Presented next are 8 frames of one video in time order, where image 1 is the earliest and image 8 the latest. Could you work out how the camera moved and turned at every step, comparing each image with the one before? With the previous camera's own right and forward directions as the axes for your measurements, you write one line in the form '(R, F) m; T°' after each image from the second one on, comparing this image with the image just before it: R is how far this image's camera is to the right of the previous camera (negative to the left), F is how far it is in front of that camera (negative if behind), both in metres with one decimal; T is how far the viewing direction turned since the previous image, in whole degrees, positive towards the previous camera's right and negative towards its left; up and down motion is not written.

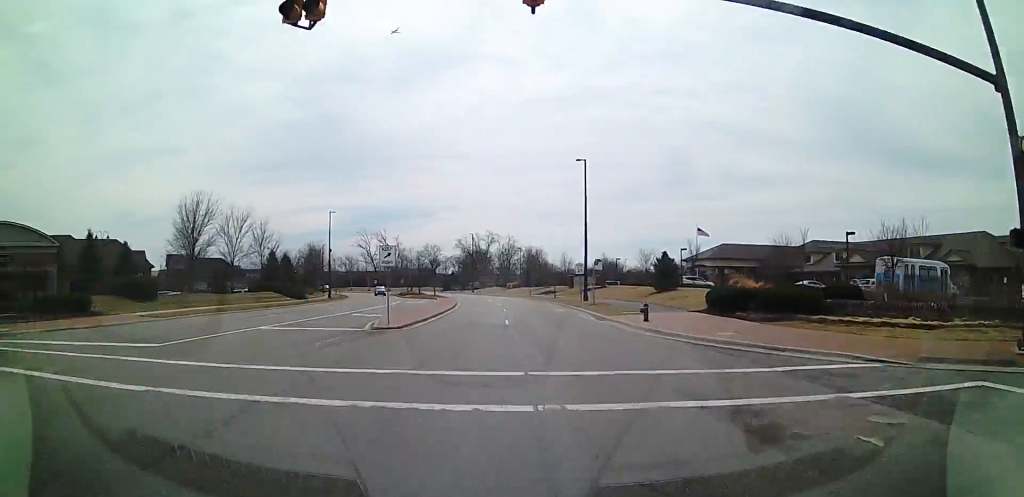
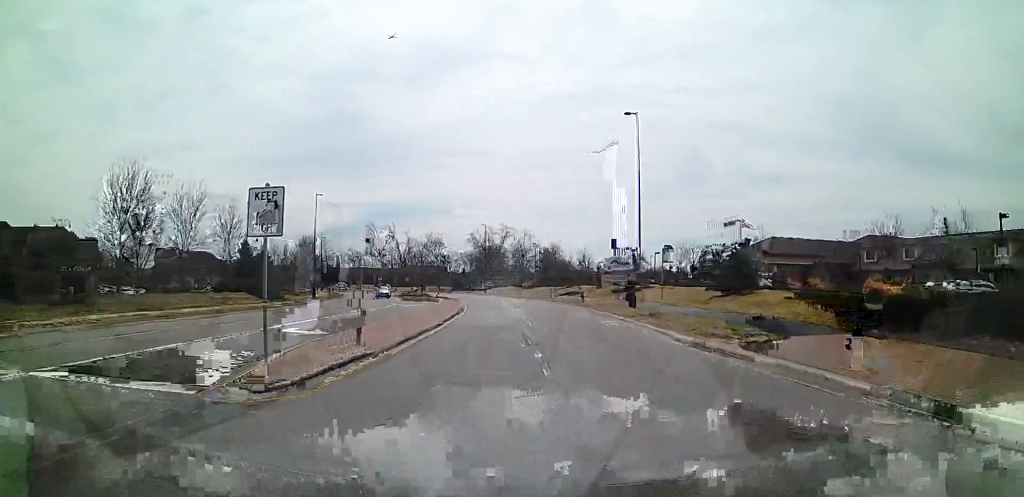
(-0.2, +12.3) m; -1°
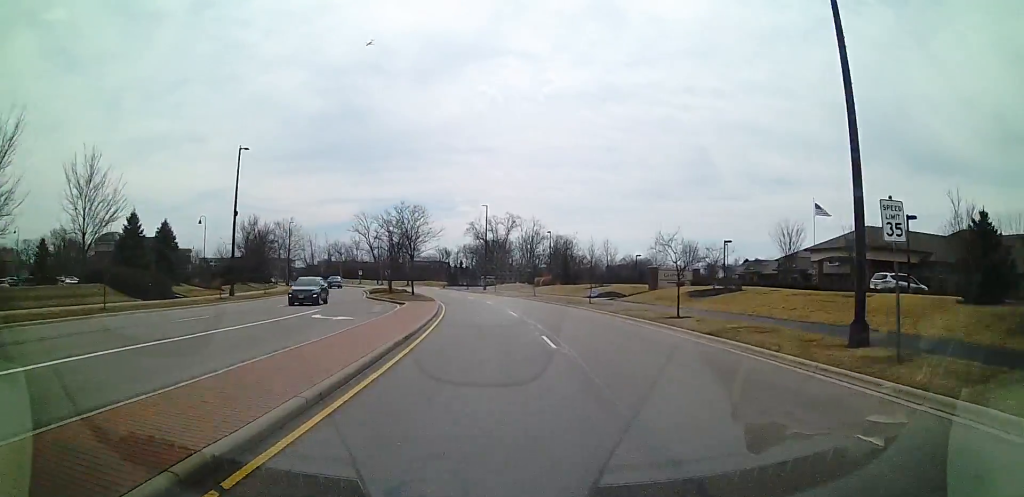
(0.0, +20.7) m; -1°
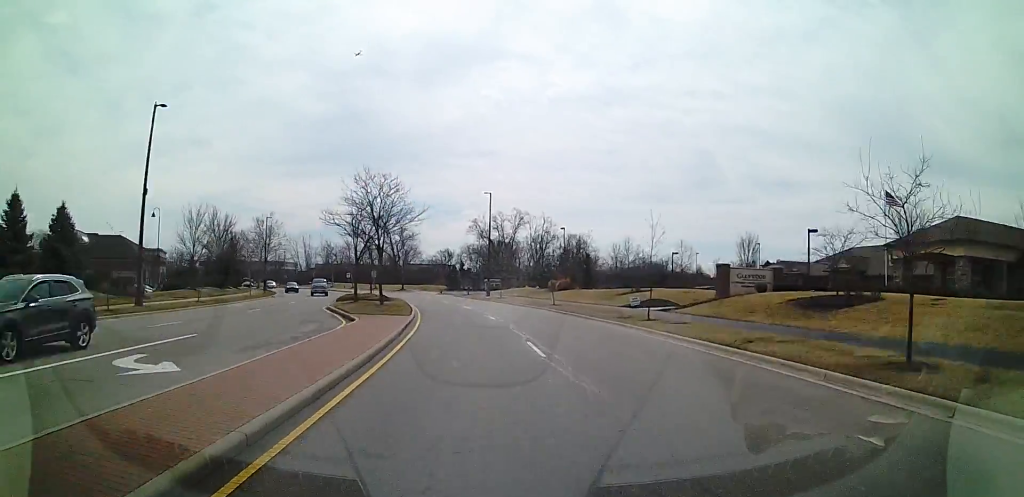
(-0.1, +13.0) m; -2°
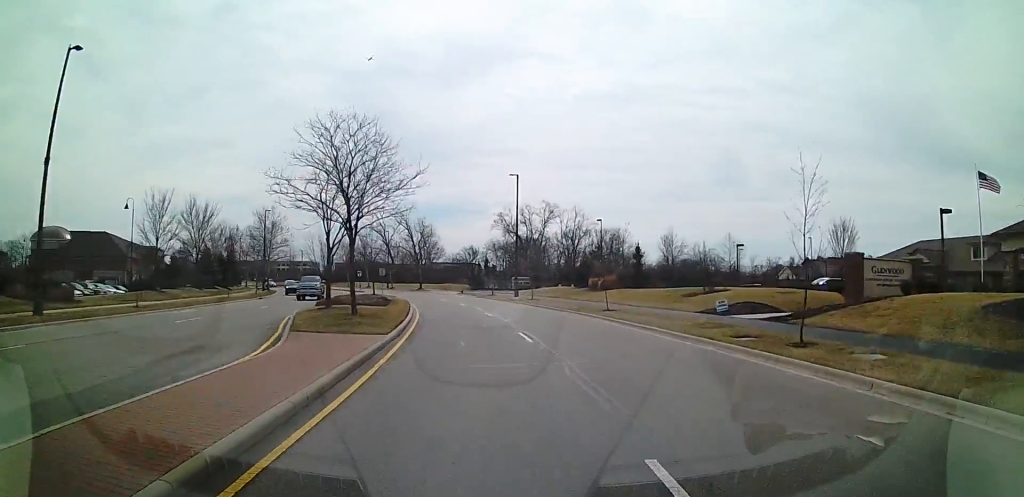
(-0.4, +10.3) m; -2°
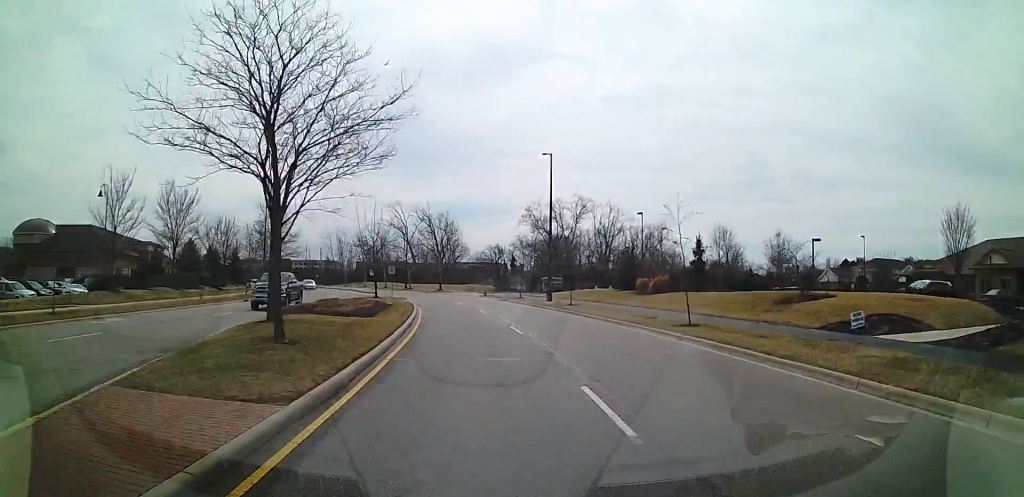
(-0.1, +8.7) m; -1°
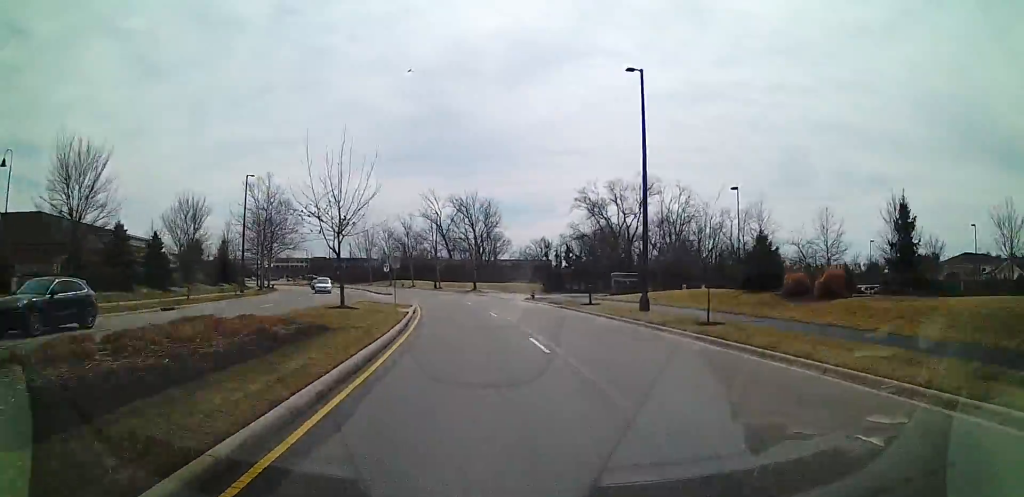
(-0.3, +17.6) m; -3°
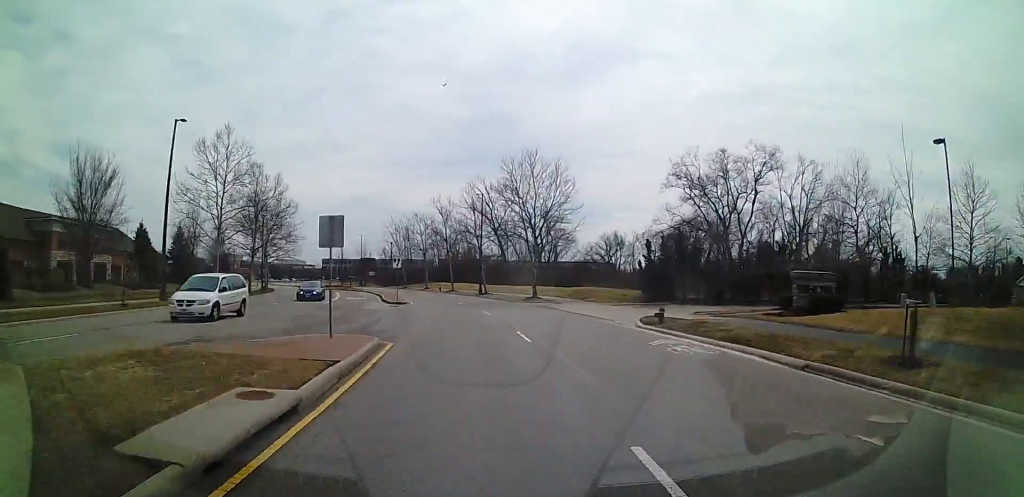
(-1.1, +22.3) m; -5°
